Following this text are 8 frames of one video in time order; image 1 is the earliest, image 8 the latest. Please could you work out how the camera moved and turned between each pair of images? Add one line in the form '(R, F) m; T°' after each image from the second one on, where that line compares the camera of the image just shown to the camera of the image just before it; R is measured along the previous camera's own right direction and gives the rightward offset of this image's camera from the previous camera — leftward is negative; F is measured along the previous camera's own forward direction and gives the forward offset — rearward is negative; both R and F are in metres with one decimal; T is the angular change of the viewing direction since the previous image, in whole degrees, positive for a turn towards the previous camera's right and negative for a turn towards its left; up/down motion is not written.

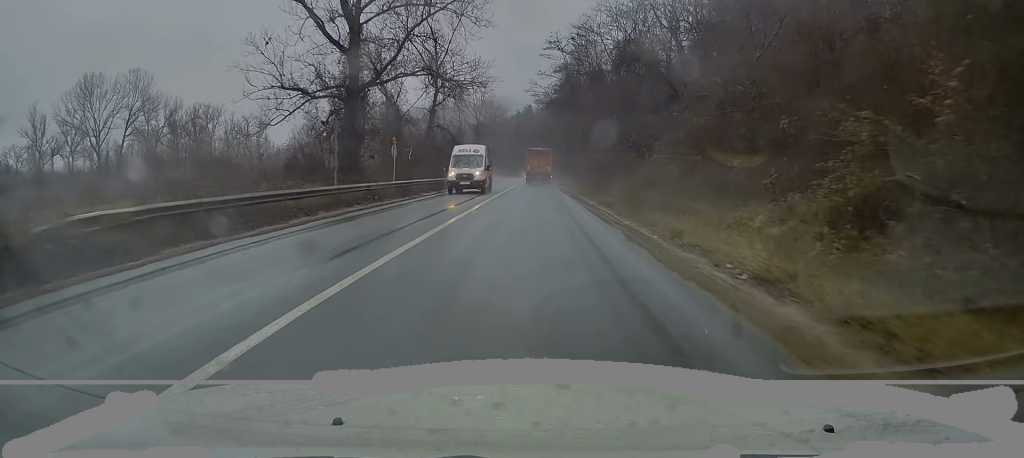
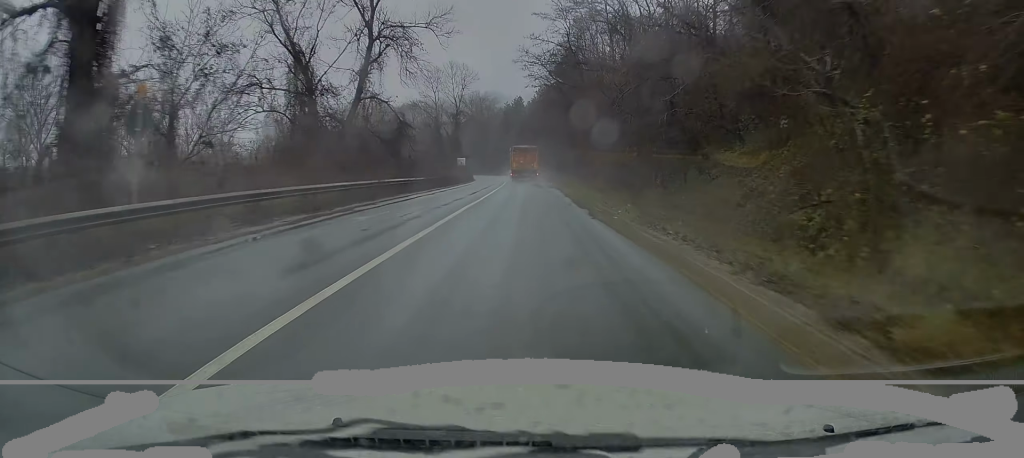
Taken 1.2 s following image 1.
(-0.1, +21.4) m; 0°
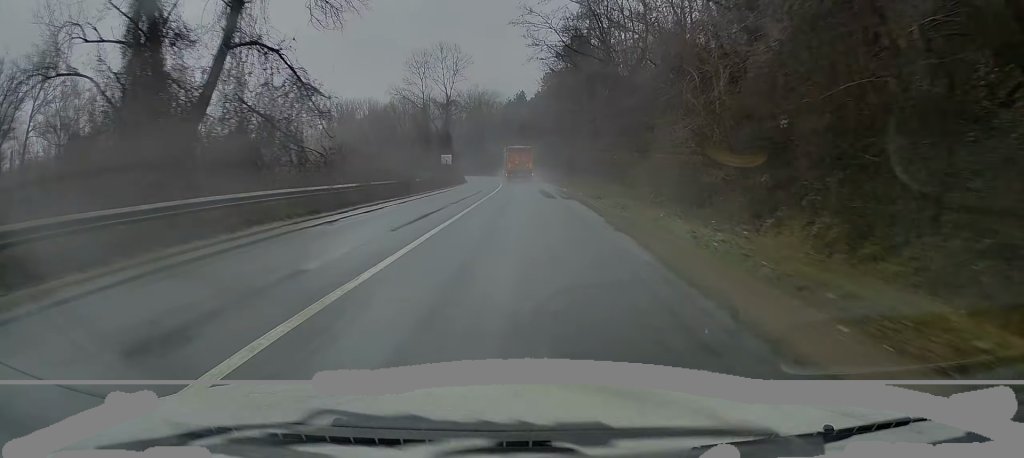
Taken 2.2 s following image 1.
(+0.2, +17.1) m; 0°
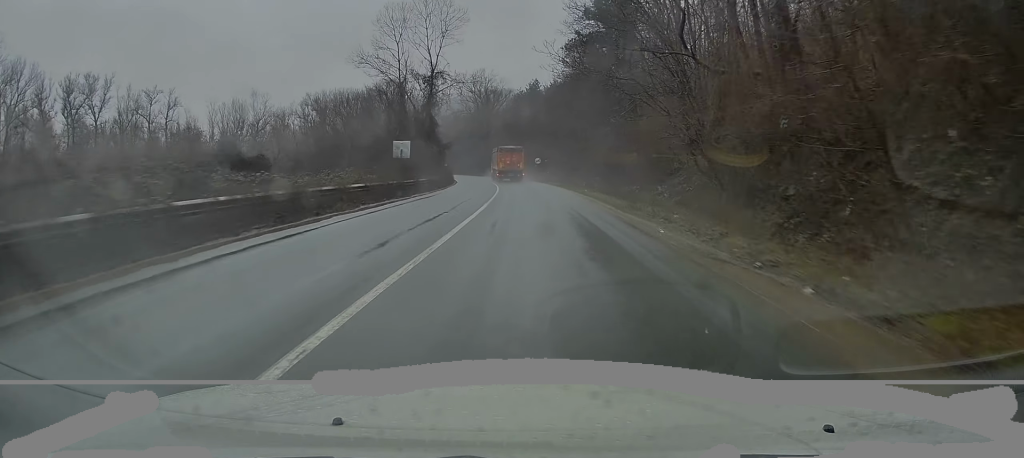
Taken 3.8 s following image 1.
(-0.2, +27.3) m; 0°
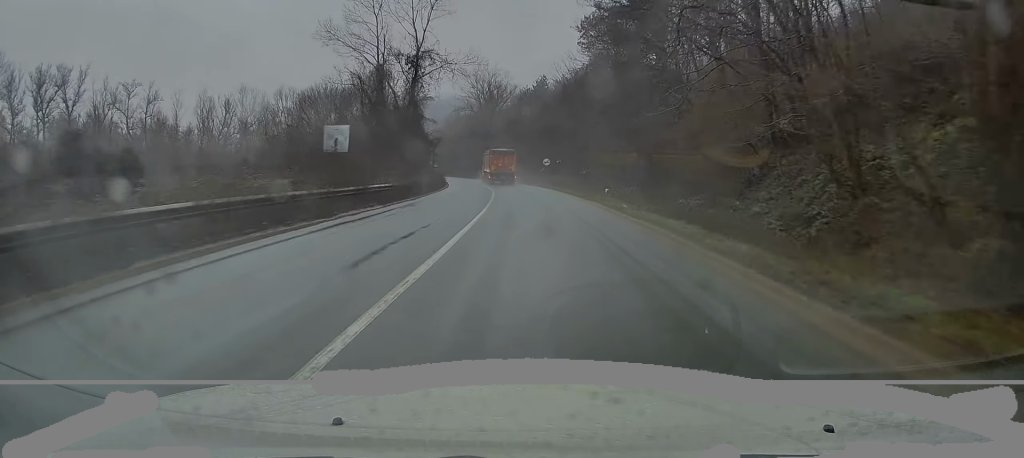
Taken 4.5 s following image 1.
(+0.3, +13.1) m; 0°
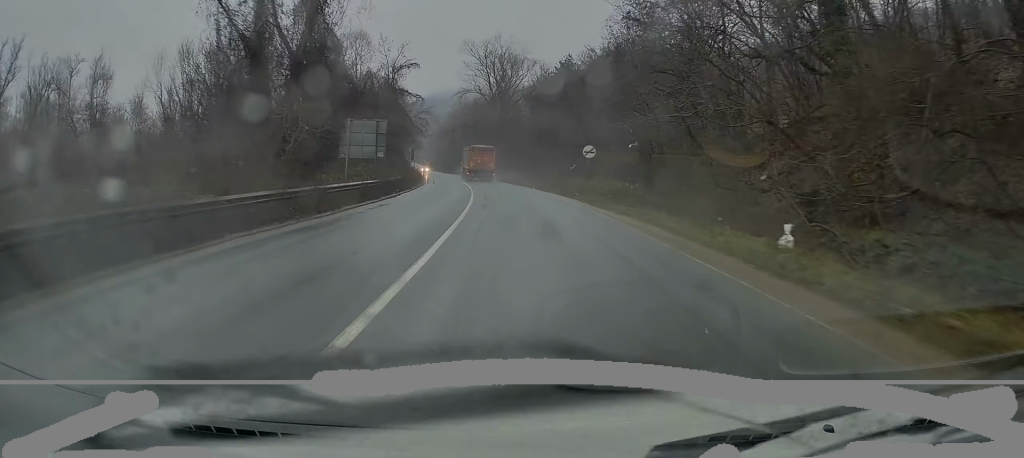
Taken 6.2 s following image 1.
(-0.7, +28.9) m; -2°
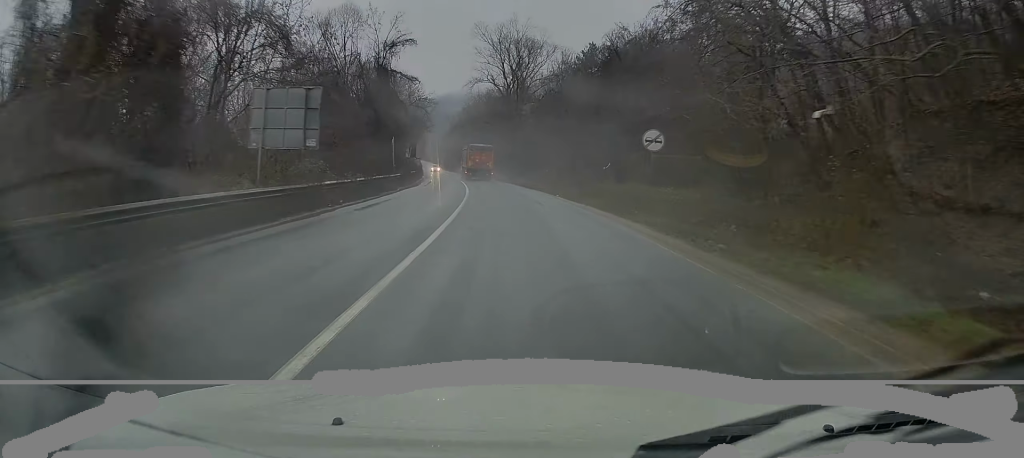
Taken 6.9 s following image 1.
(-0.1, +13.0) m; 0°
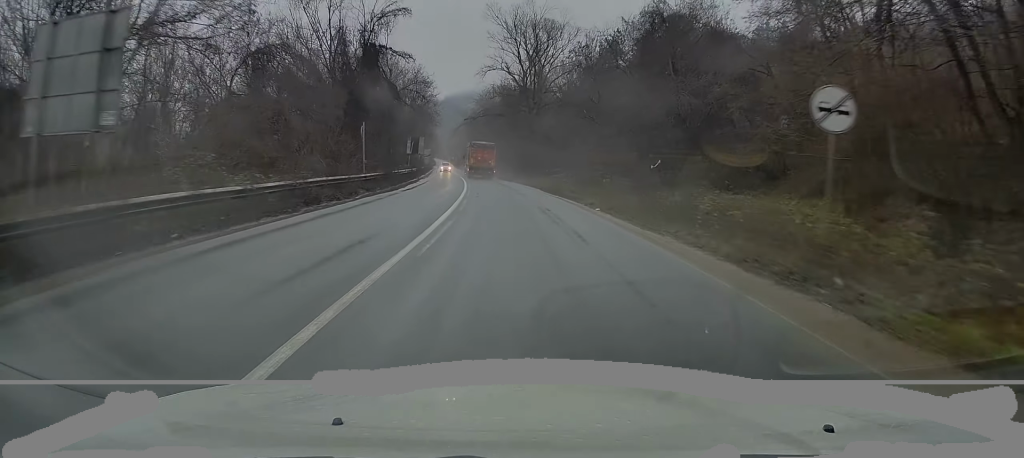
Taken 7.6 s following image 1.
(-0.2, +11.4) m; 0°
